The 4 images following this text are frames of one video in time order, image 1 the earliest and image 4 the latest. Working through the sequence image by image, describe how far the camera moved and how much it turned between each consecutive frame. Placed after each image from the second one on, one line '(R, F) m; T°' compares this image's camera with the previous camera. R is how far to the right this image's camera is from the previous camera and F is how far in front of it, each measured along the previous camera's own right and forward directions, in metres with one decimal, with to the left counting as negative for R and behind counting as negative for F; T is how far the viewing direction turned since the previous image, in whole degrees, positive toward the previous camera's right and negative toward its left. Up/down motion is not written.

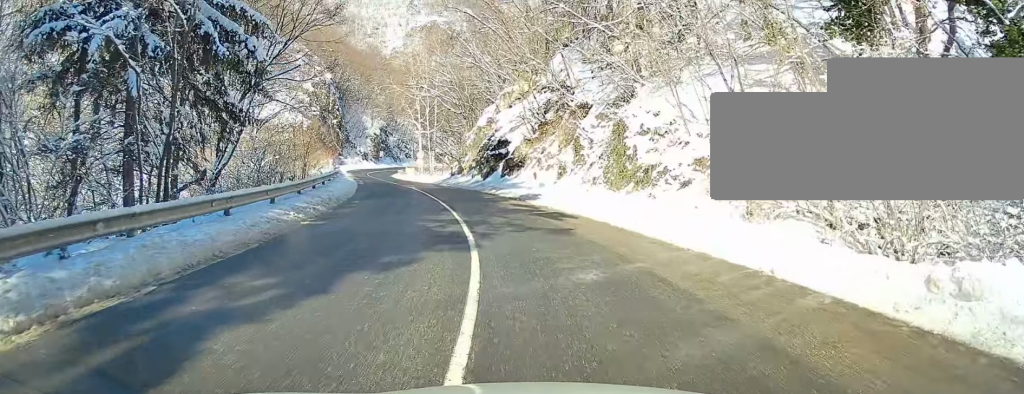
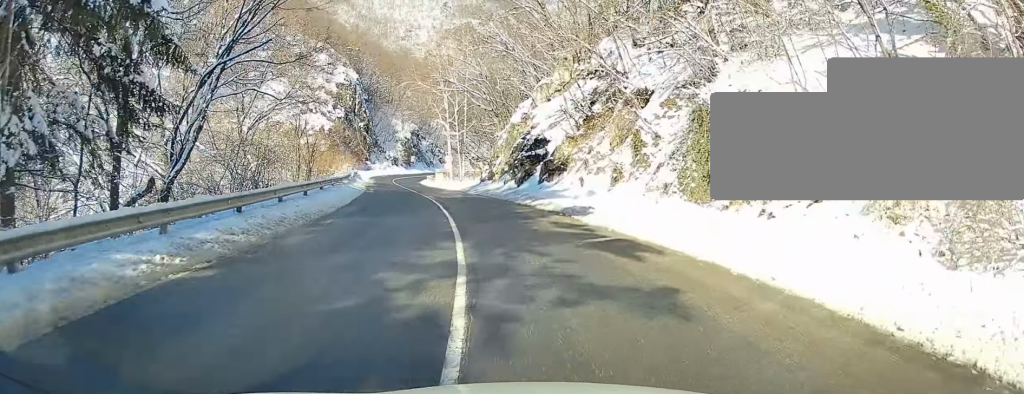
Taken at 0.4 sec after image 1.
(-0.3, +6.9) m; -3°
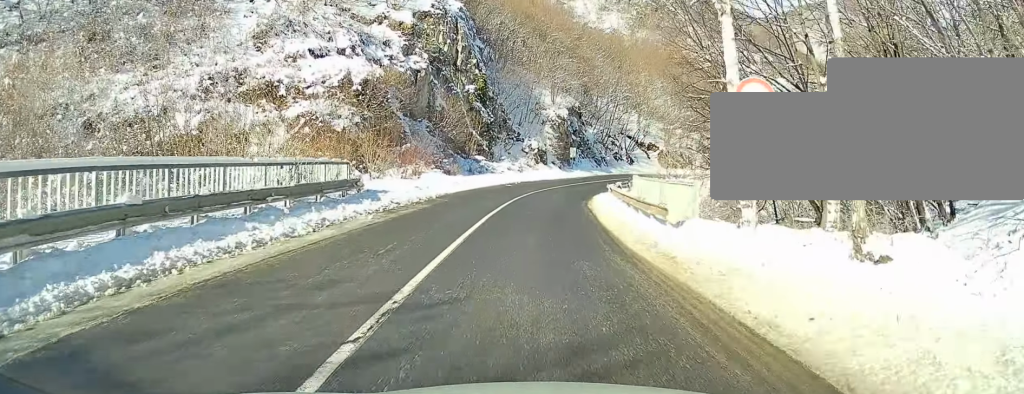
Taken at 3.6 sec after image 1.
(-6.4, +49.2) m; -10°
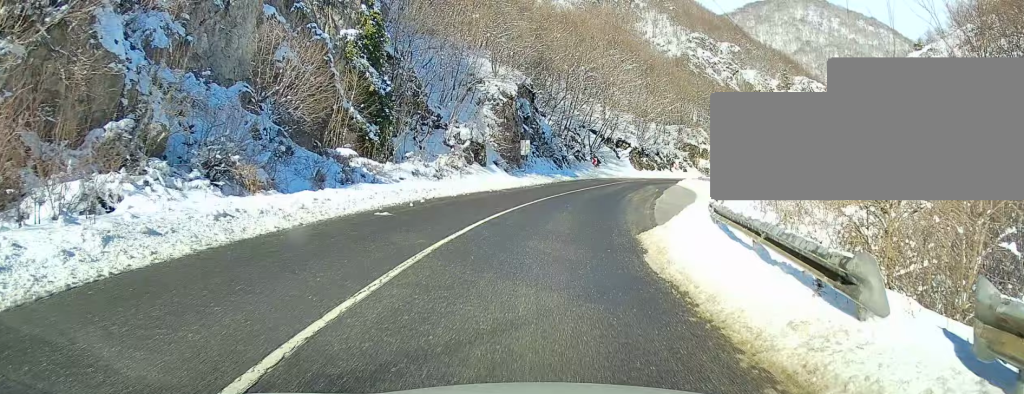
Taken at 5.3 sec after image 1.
(+1.1, +23.4) m; +6°
